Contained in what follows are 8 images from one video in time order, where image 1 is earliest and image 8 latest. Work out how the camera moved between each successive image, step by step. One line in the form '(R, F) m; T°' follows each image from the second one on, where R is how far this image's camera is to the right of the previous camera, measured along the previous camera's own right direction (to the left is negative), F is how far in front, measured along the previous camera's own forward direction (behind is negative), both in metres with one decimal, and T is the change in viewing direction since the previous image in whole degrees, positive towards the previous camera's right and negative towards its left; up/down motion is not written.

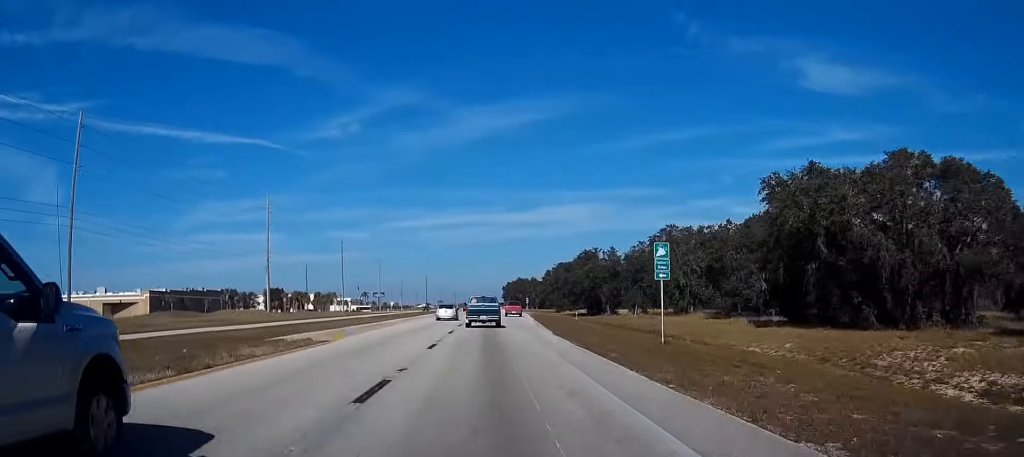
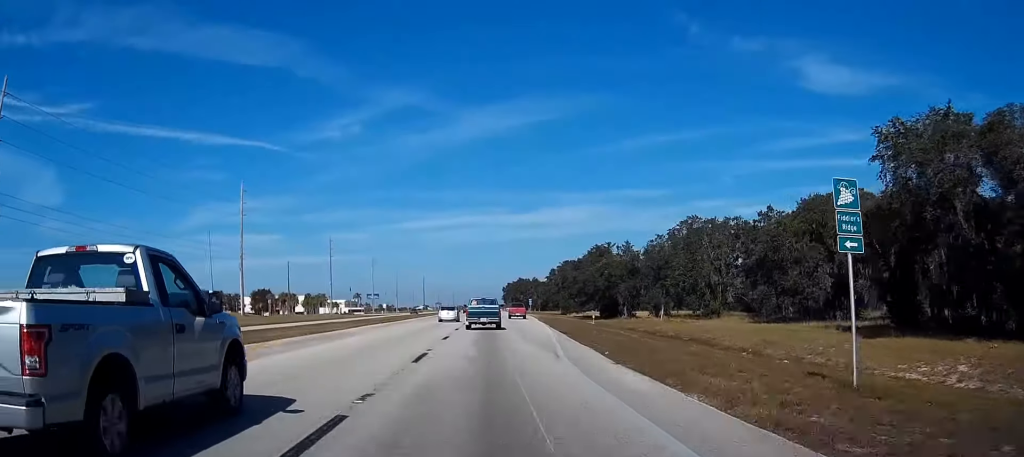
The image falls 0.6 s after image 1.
(-0.1, +16.1) m; 0°
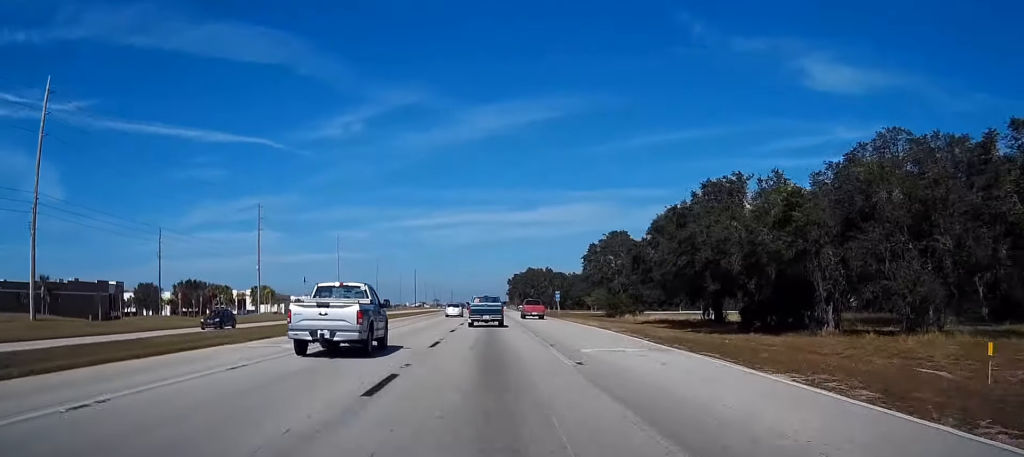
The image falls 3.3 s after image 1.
(+0.2, +66.4) m; -1°
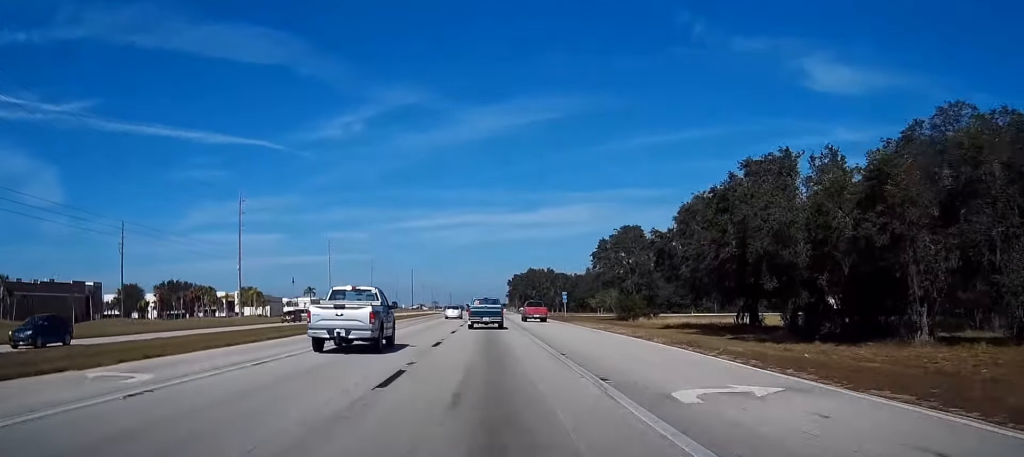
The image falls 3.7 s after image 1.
(0.0, +10.9) m; -1°
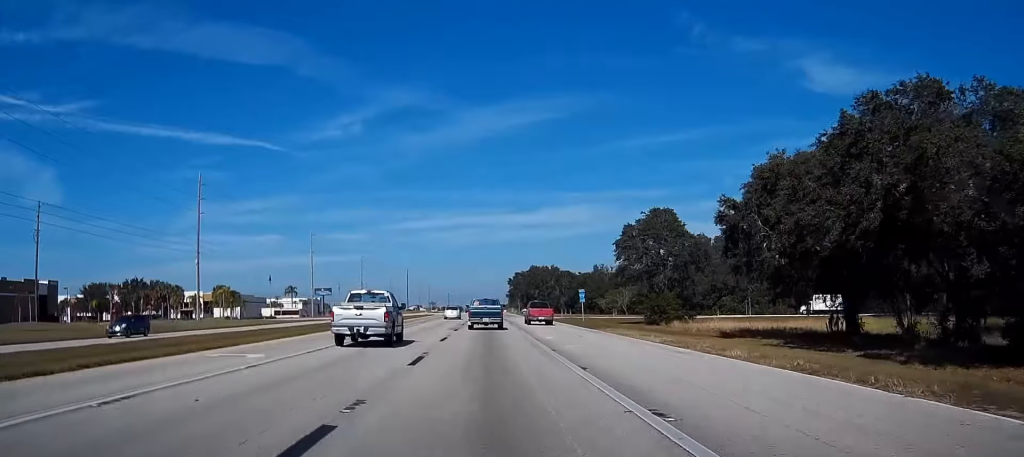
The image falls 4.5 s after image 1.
(-0.2, +19.3) m; -1°
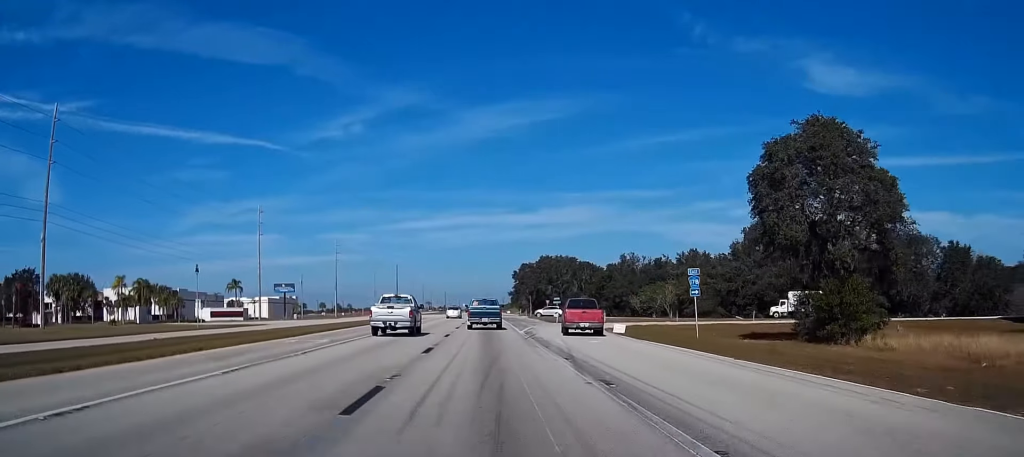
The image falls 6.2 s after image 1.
(-0.4, +43.8) m; -1°
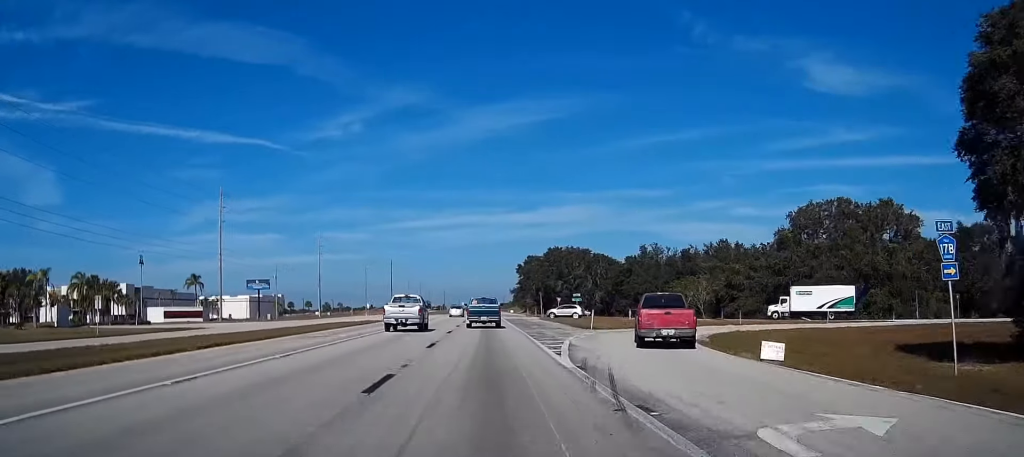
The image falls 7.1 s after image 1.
(0.0, +22.0) m; 0°
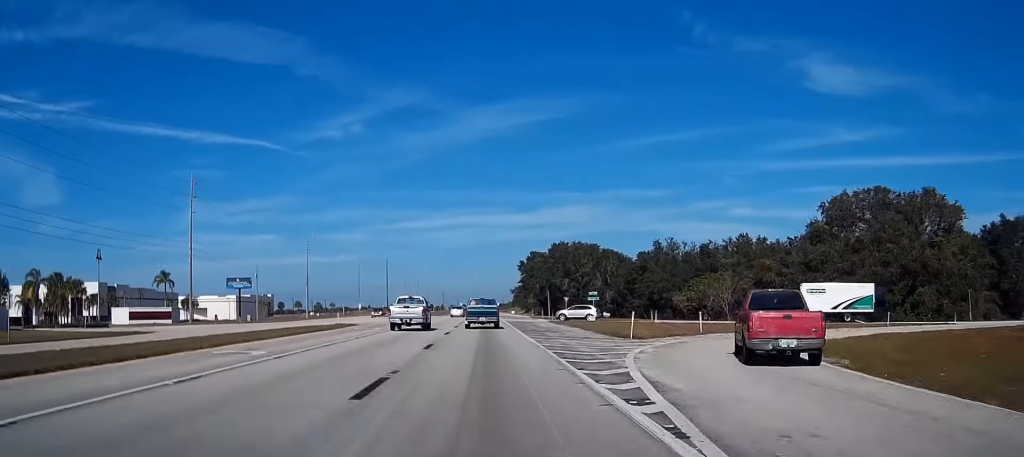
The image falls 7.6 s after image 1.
(0.0, +12.8) m; 0°
